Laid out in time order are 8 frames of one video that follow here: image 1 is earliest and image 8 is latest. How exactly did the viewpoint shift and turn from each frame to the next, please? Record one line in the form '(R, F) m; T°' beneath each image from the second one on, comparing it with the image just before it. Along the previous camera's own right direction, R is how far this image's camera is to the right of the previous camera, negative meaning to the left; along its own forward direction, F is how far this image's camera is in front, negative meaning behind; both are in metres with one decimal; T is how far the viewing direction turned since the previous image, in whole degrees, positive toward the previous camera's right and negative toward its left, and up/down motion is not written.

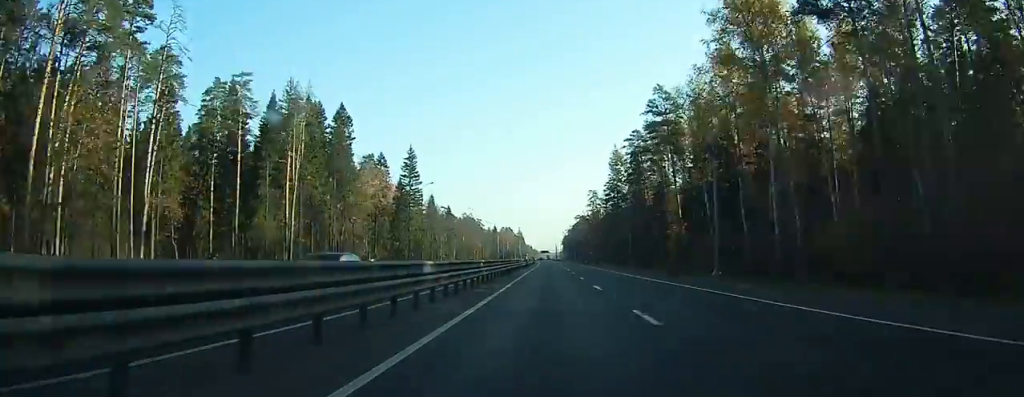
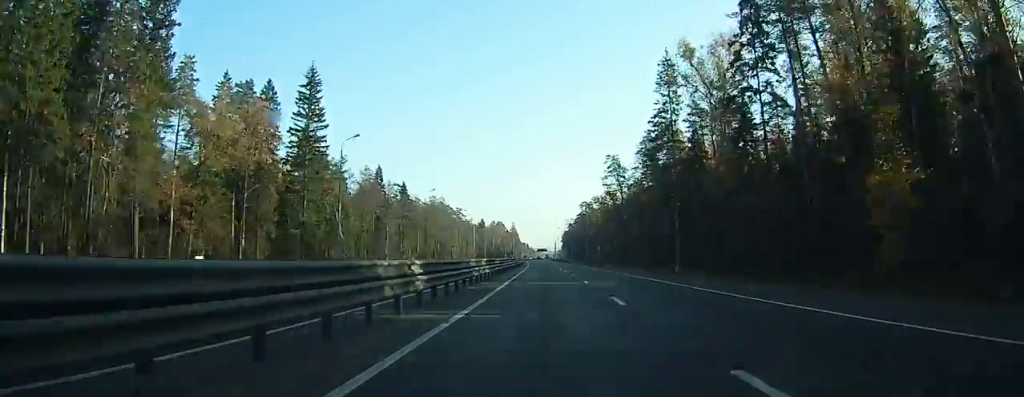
(+0.3, +67.6) m; 0°
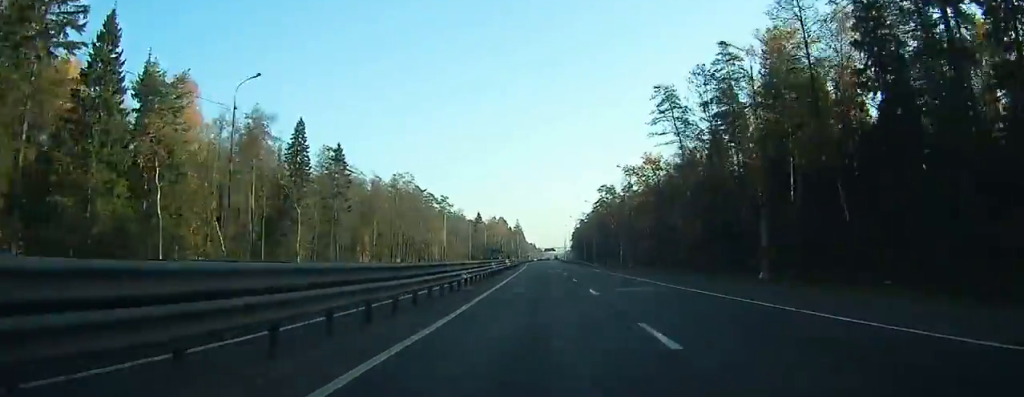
(0.0, +55.2) m; 0°
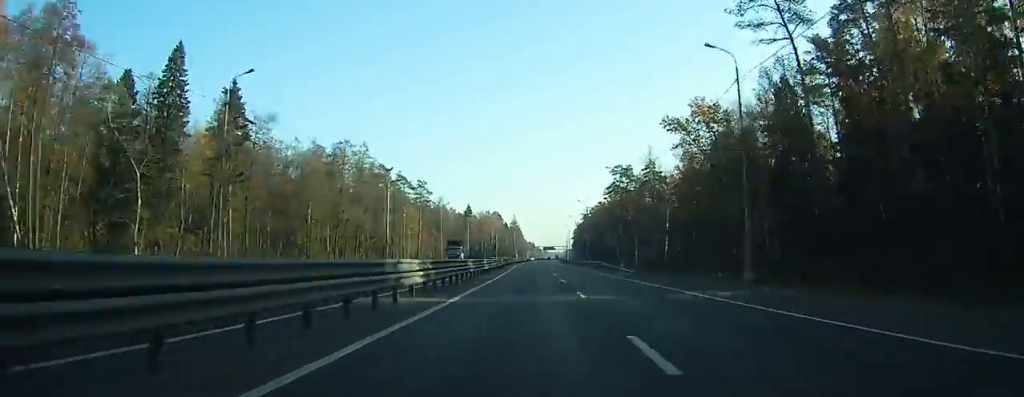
(-0.1, +37.8) m; 0°
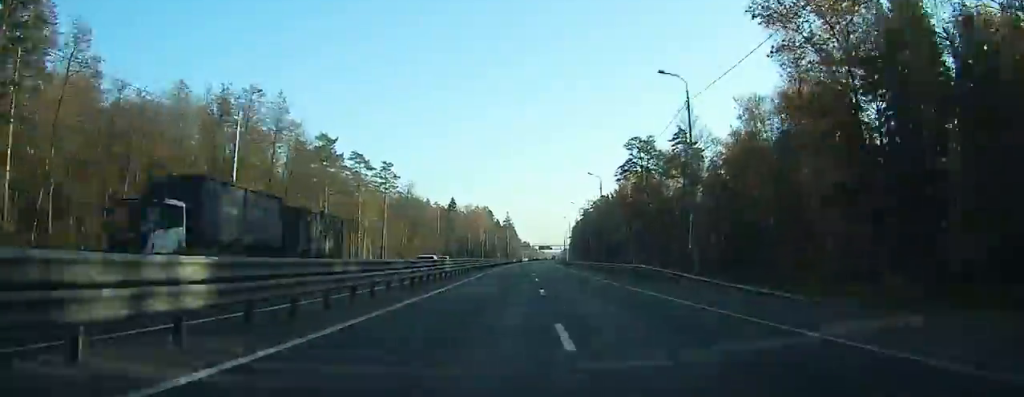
(-0.1, +34.2) m; 0°
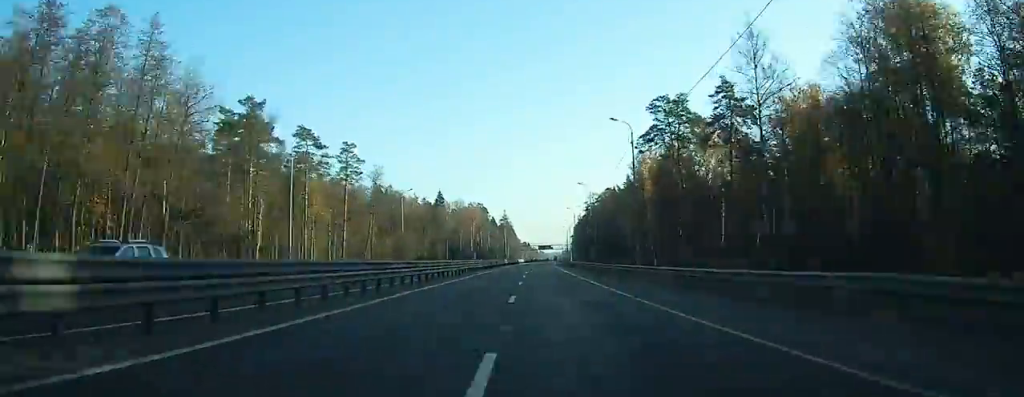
(0.0, +27.2) m; 0°
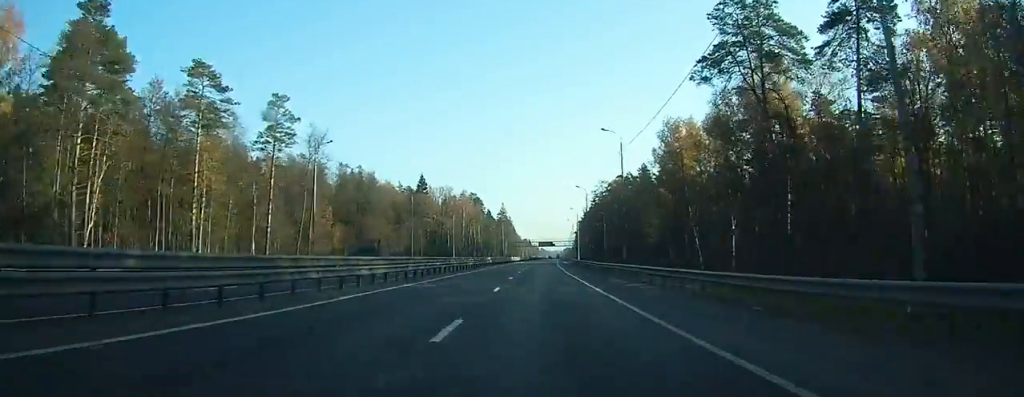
(0.0, +32.2) m; 0°
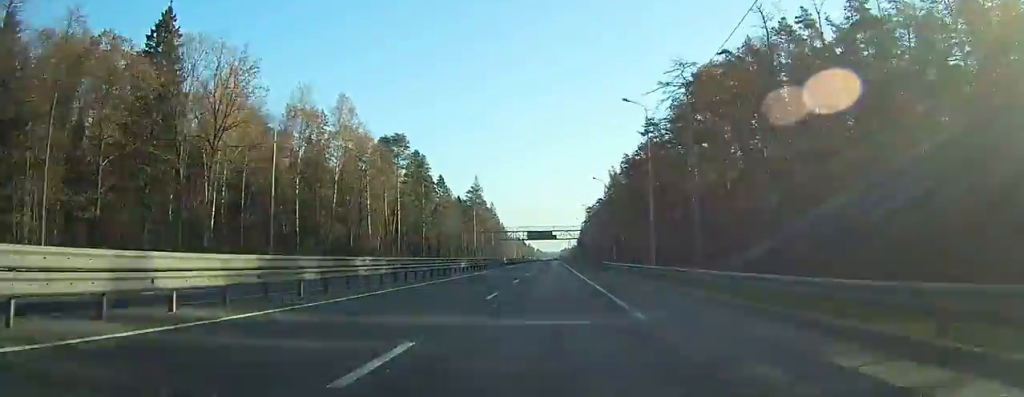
(+0.1, +122.8) m; 0°
